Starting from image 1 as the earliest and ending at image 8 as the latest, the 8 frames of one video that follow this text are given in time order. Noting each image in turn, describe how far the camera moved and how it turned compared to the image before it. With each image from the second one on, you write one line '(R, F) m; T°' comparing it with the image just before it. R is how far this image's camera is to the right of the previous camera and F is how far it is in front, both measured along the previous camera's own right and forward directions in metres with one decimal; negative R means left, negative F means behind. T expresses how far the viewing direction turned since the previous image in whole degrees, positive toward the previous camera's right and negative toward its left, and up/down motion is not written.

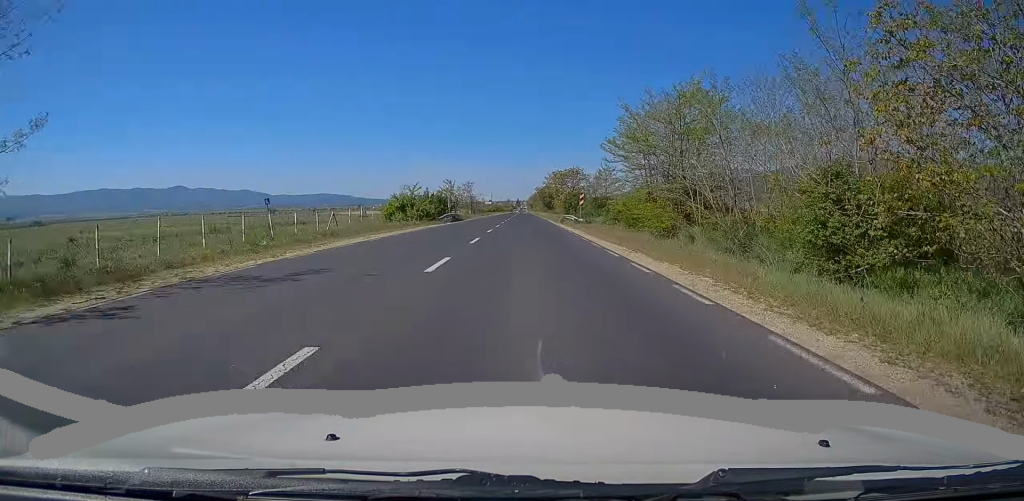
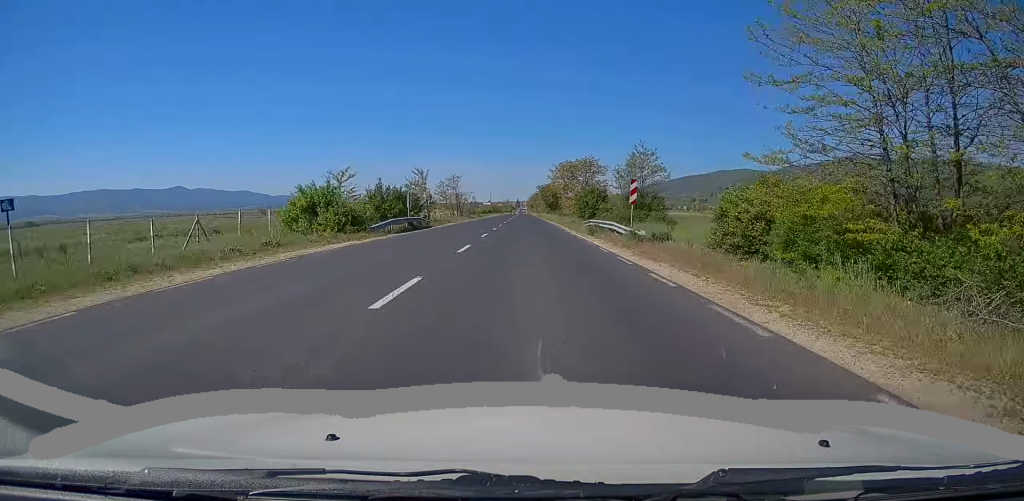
(+0.4, +22.0) m; 0°
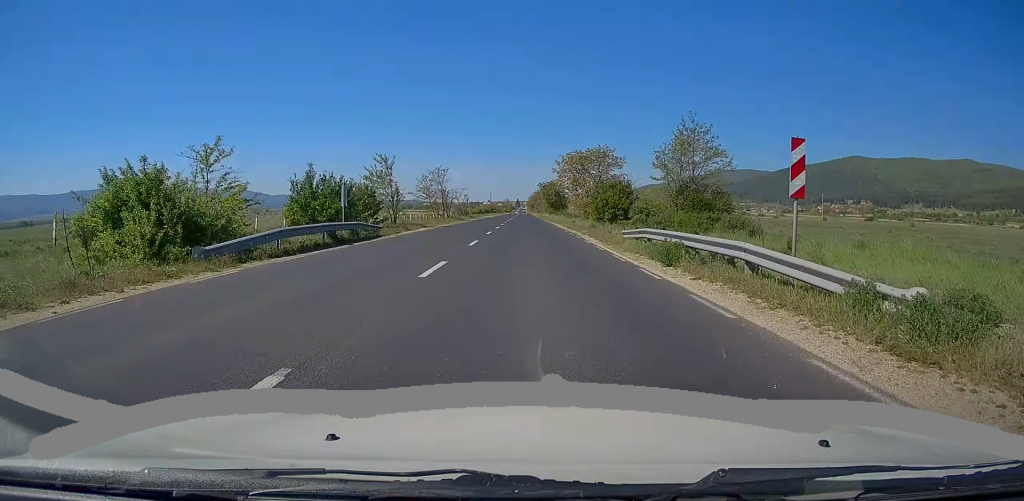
(-0.3, +14.8) m; 0°
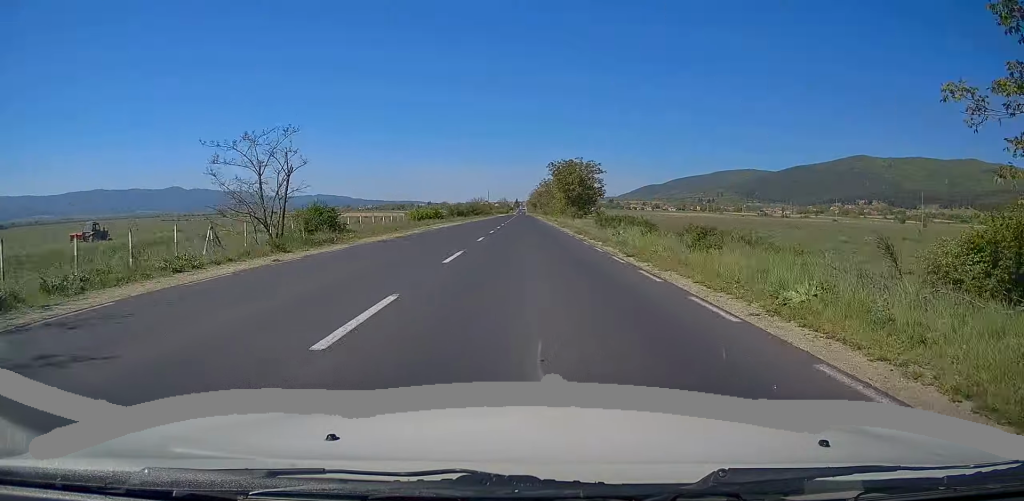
(+0.3, +67.7) m; +1°
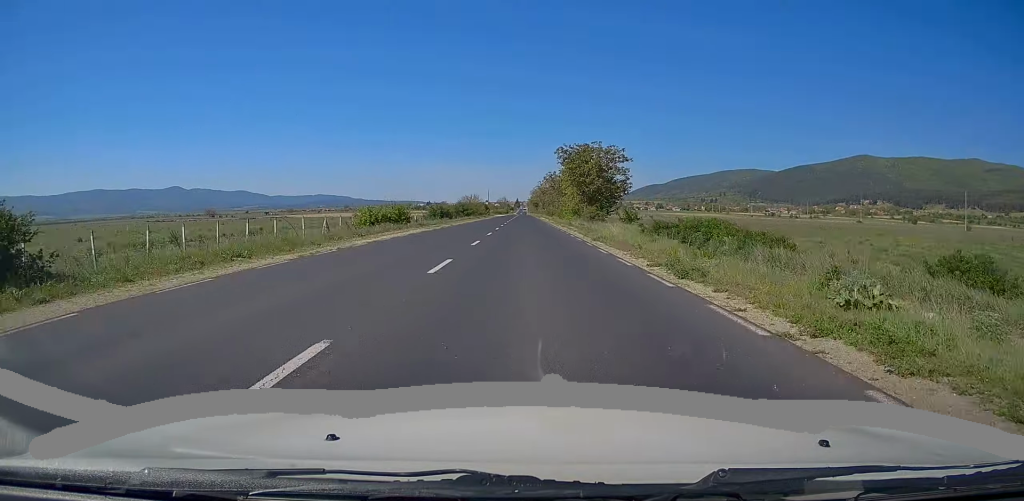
(0.0, +20.6) m; 0°
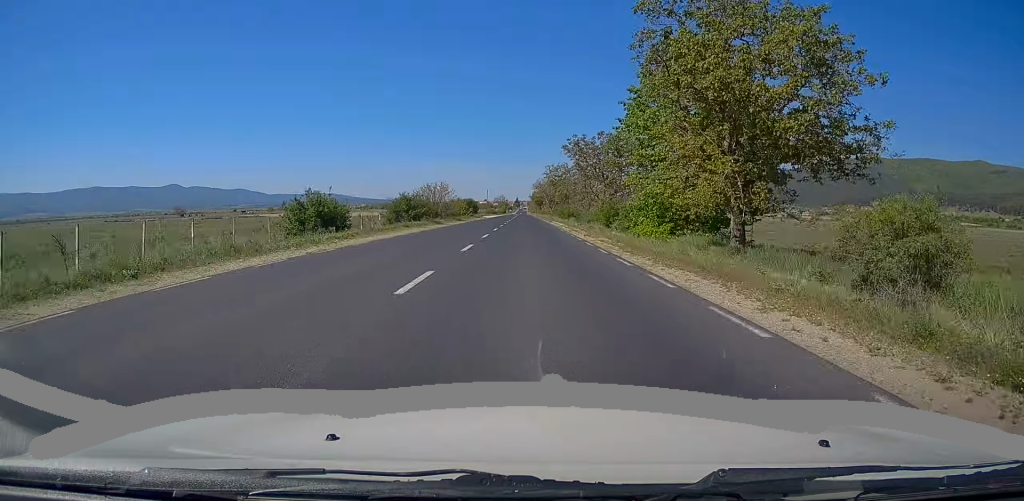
(+0.1, +47.2) m; 0°
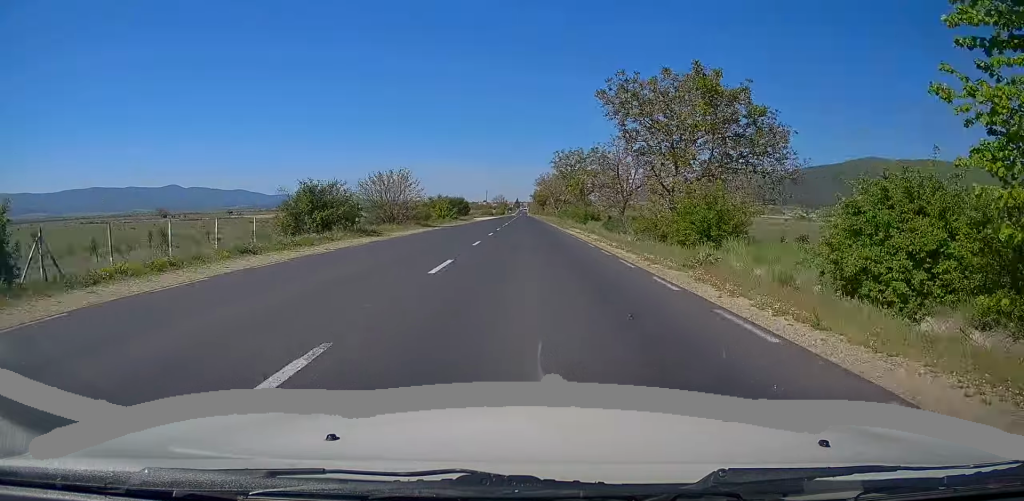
(+0.1, +23.8) m; 0°
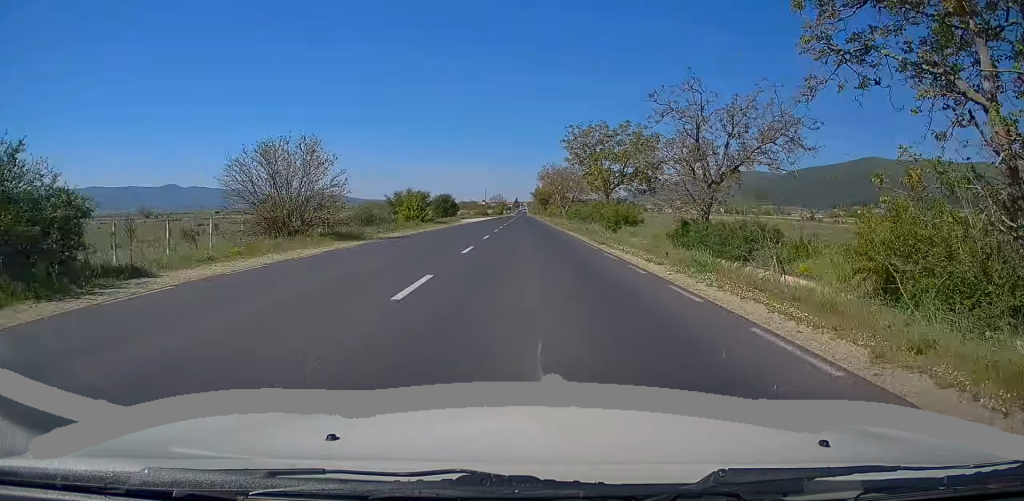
(-0.2, +20.9) m; 0°
